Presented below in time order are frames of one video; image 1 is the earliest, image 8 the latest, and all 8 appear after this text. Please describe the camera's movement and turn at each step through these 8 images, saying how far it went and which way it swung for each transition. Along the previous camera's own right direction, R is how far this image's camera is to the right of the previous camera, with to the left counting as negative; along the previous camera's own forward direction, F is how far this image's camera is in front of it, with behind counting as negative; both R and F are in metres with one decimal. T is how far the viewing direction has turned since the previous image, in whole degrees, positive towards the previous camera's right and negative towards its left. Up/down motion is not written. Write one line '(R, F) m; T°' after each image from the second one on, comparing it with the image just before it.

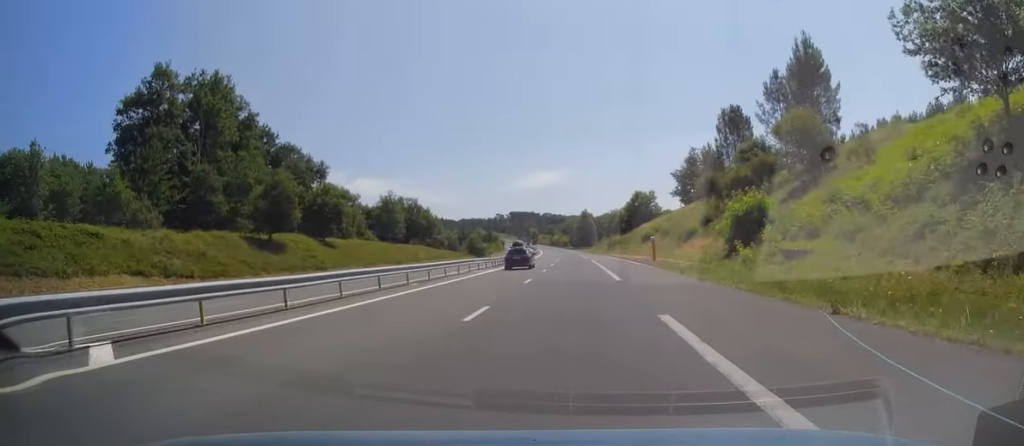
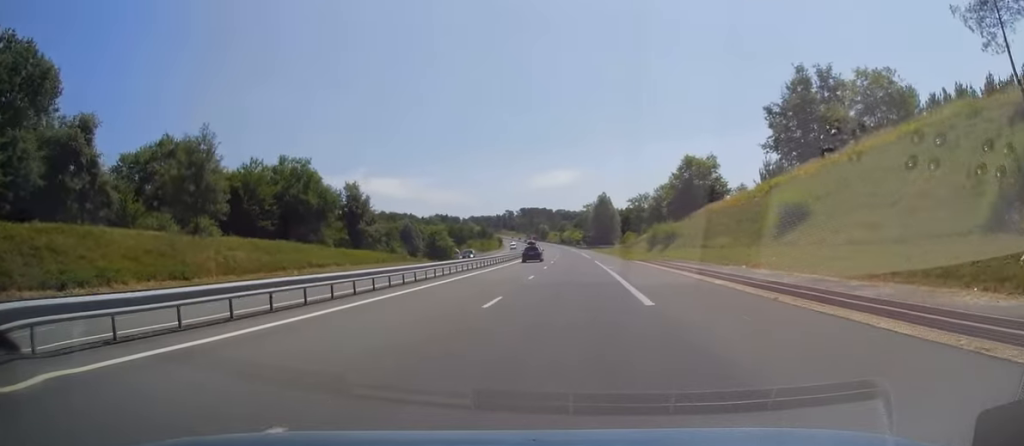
(-1.0, +62.9) m; -2°
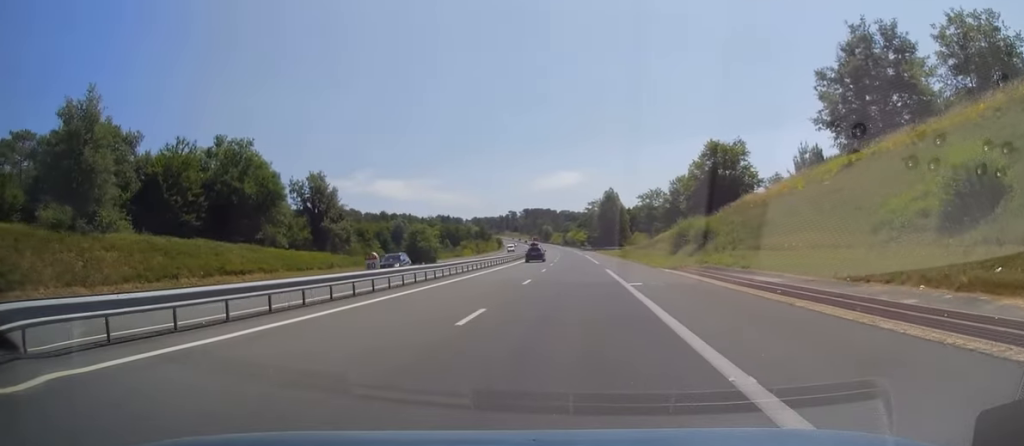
(+0.2, +16.2) m; 0°
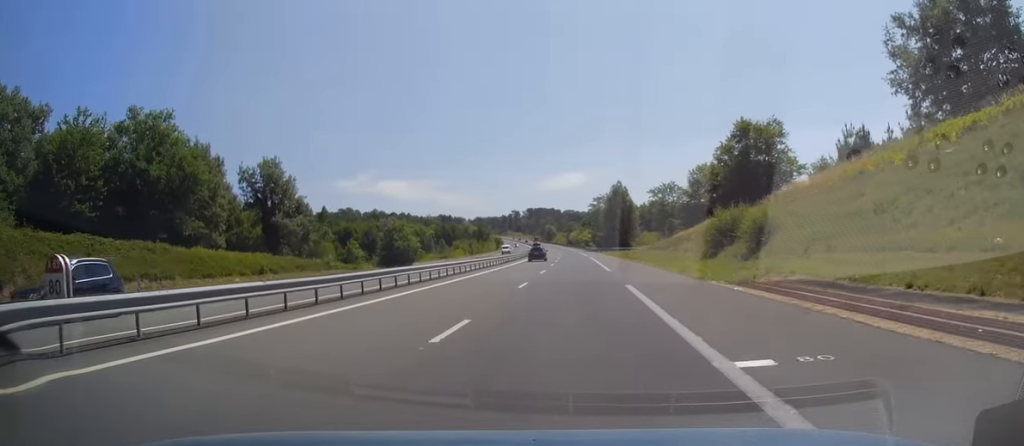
(-0.2, +15.2) m; 0°
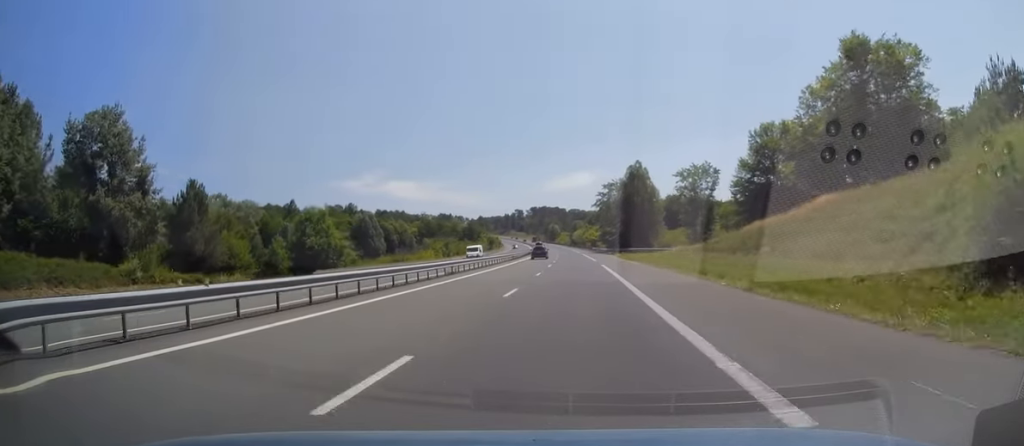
(-0.2, +30.5) m; -1°
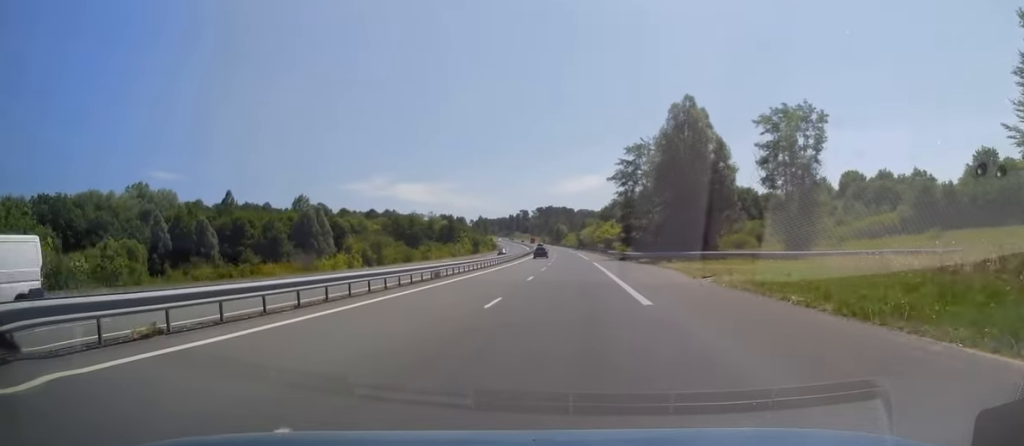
(-0.6, +42.7) m; -1°
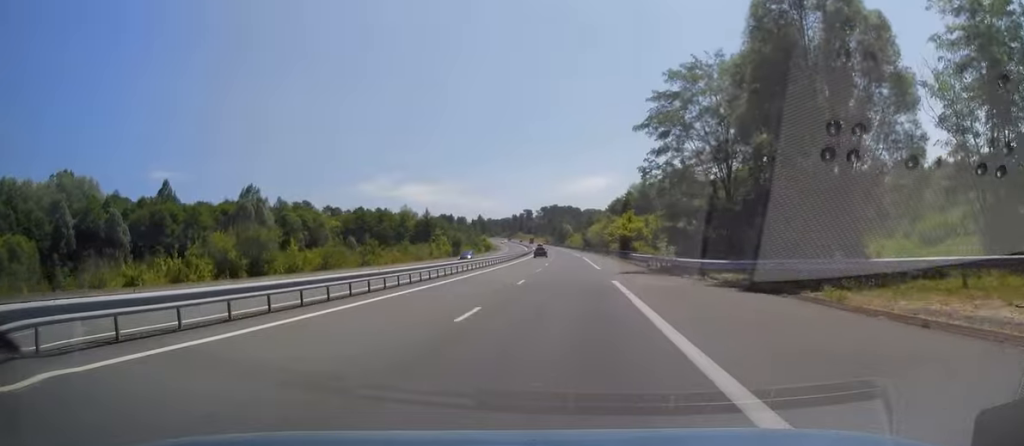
(0.0, +29.4) m; 0°
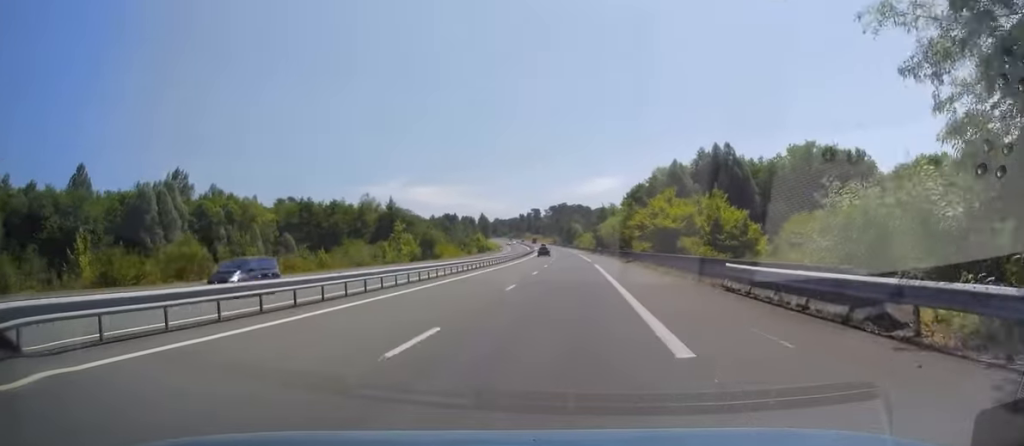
(0.0, +30.3) m; -1°
